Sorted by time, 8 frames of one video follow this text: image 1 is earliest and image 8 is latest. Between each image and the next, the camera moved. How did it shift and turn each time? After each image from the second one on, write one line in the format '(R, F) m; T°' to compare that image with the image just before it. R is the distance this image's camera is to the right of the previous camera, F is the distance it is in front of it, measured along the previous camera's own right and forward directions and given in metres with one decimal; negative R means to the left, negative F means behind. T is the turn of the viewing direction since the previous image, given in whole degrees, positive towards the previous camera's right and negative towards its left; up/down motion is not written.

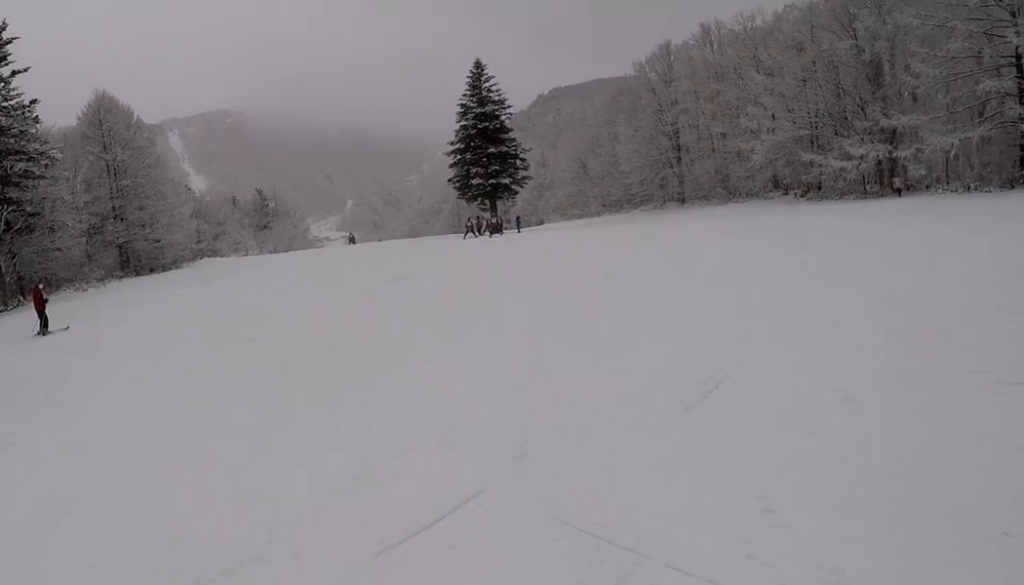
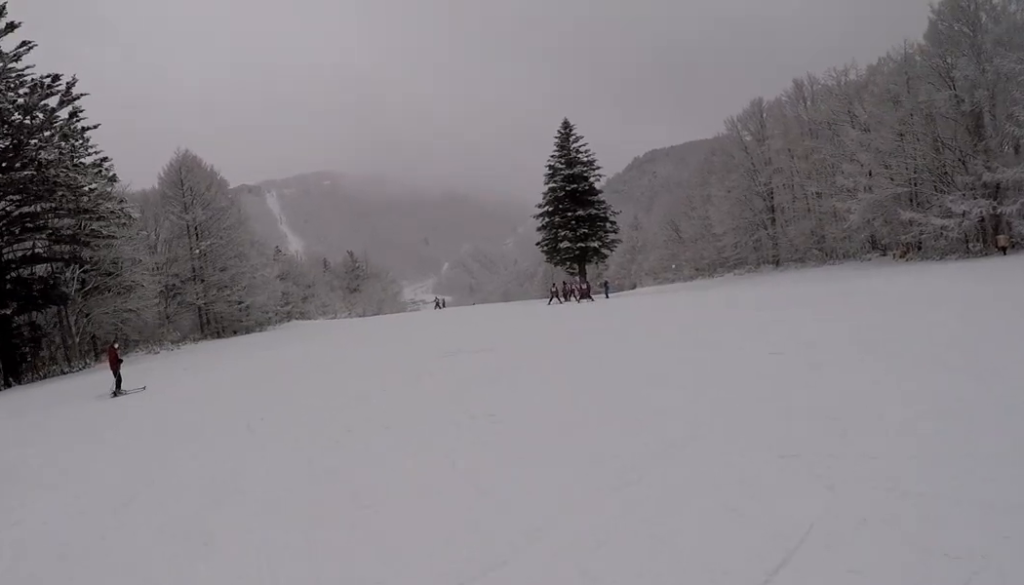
(0.0, +2.4) m; -11°
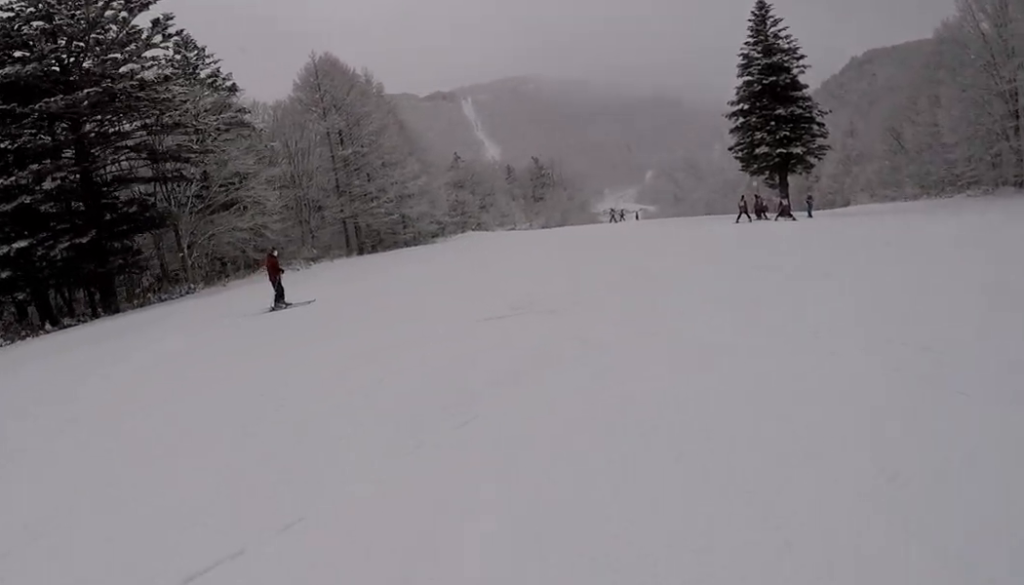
(-2.0, +7.0) m; -20°
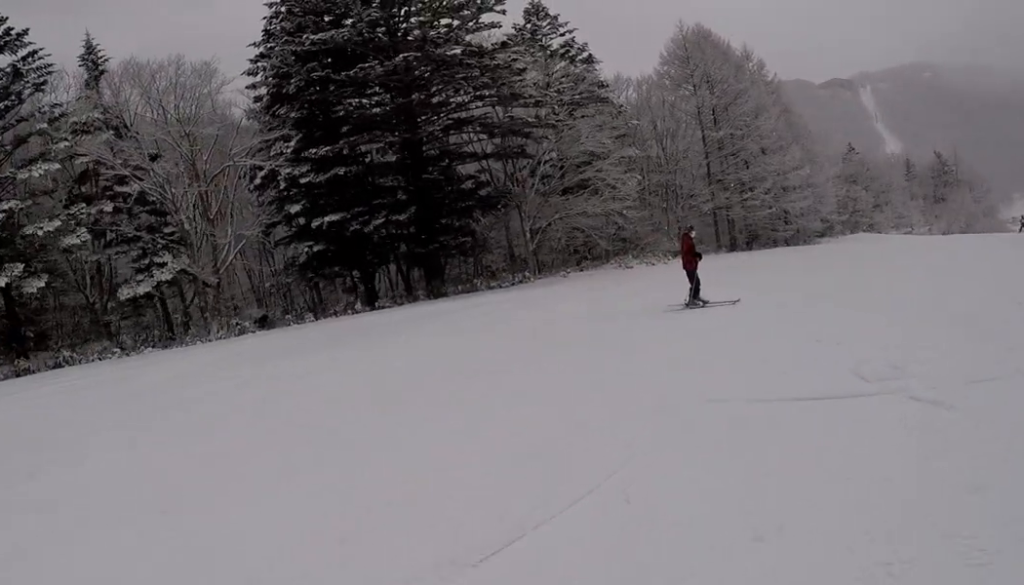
(-0.2, +4.8) m; -13°
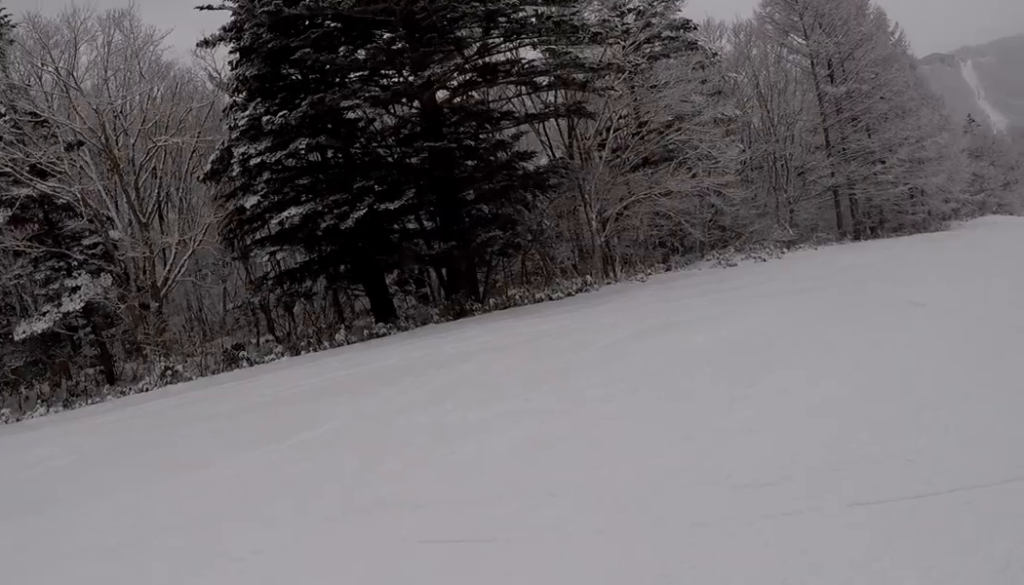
(-2.7, +9.9) m; -14°
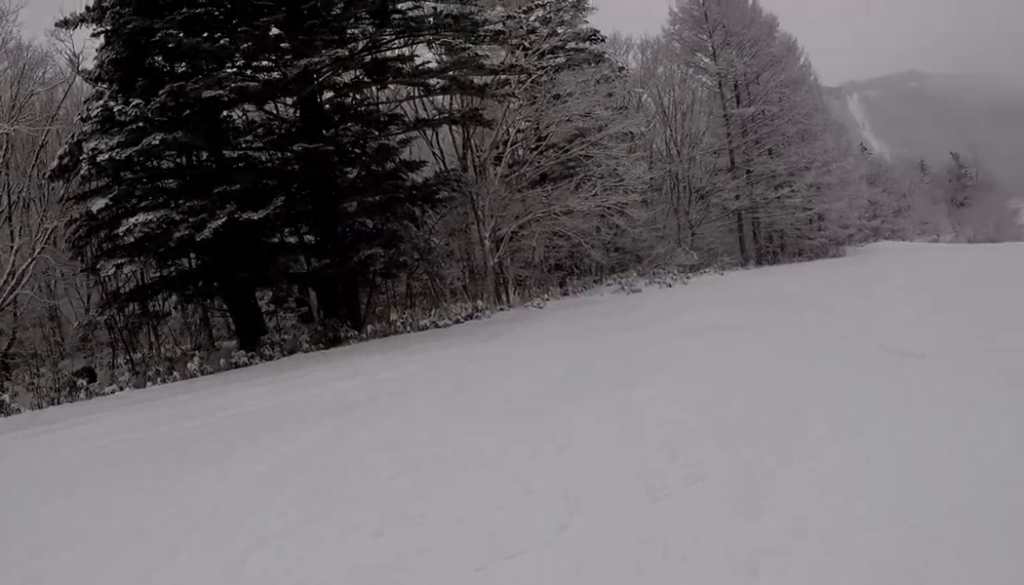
(+0.2, +2.9) m; +2°
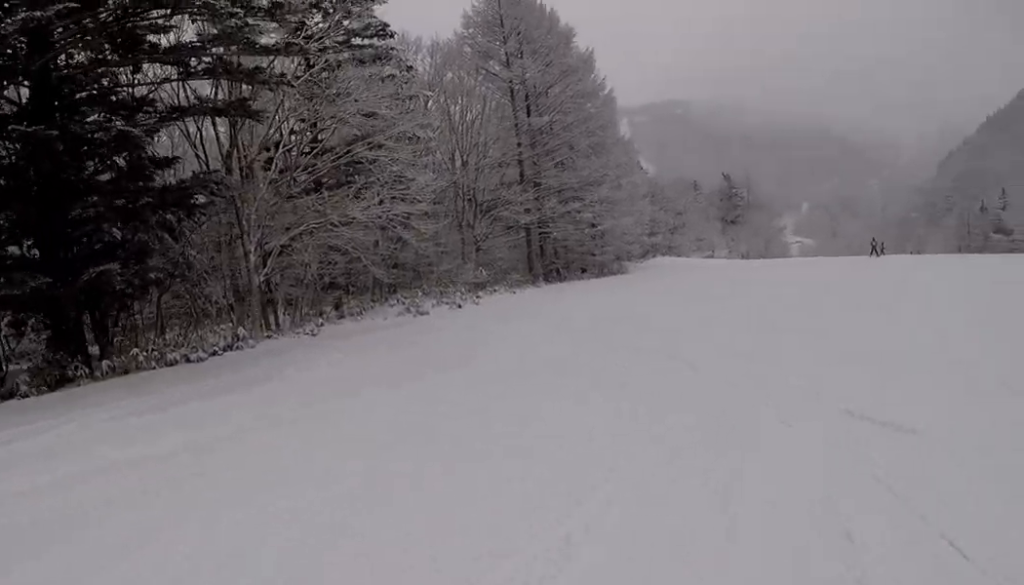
(+0.3, +3.6) m; +2°
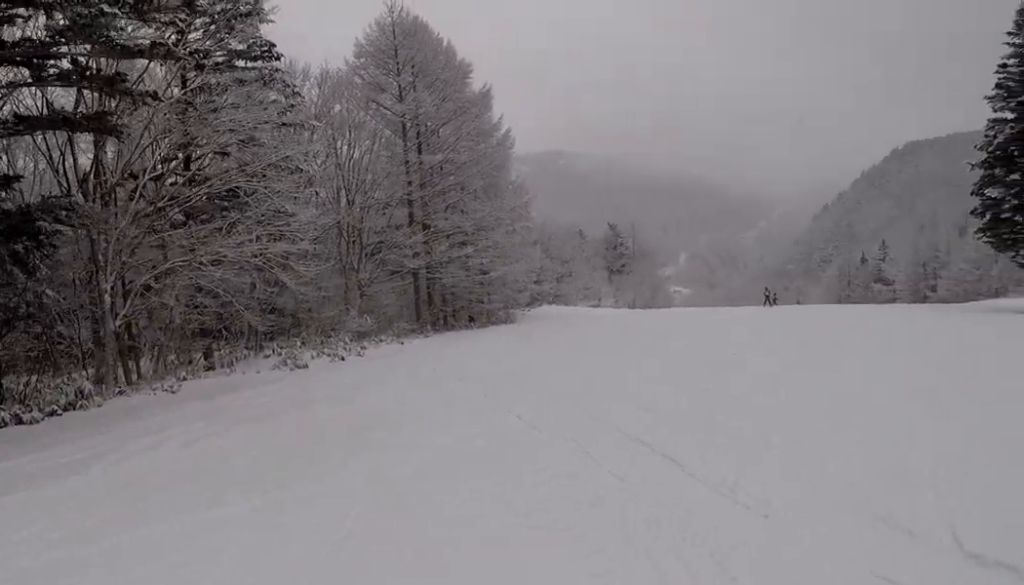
(-0.4, +3.0) m; +6°
